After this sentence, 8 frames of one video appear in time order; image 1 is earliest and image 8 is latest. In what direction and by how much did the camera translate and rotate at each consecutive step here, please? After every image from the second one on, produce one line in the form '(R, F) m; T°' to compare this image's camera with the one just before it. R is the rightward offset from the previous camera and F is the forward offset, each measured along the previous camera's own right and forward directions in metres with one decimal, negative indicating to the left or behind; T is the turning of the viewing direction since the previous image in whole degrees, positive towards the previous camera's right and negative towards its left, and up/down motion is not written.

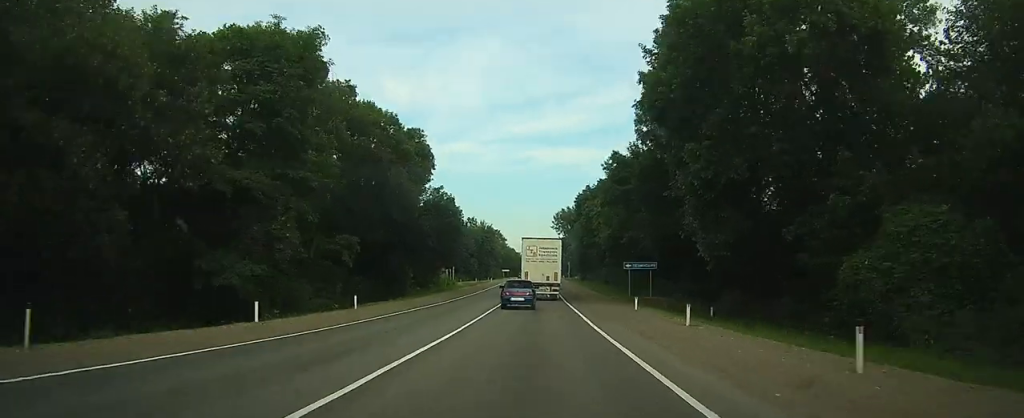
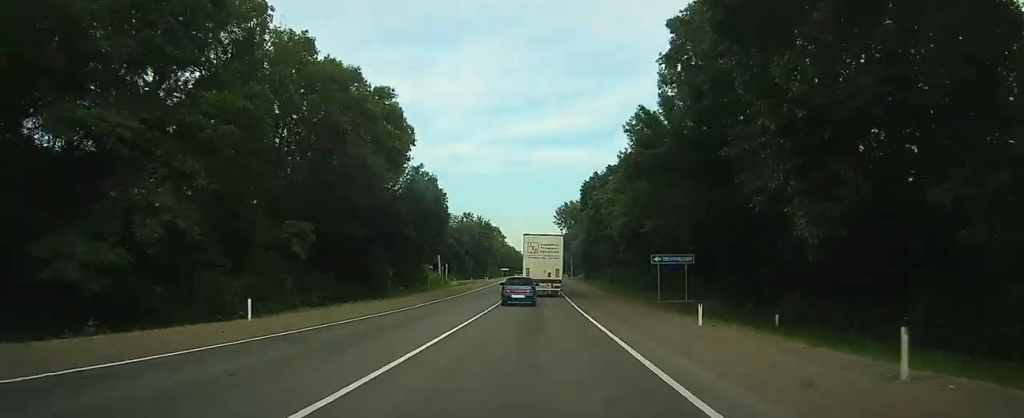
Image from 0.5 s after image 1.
(-0.1, +11.1) m; 0°
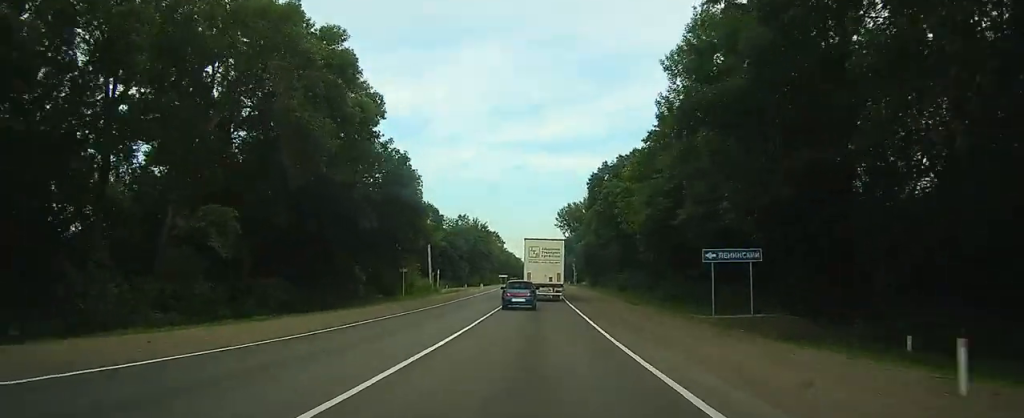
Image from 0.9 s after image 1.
(0.0, +11.1) m; 0°
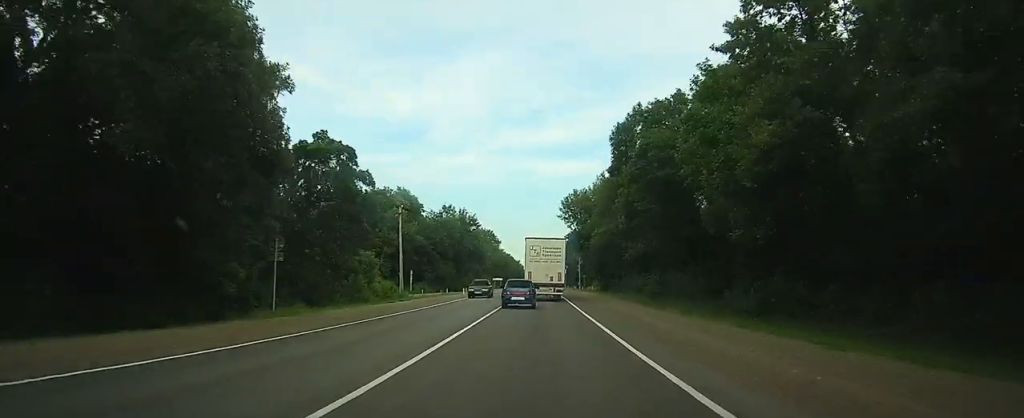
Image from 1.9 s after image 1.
(0.0, +23.8) m; 0°
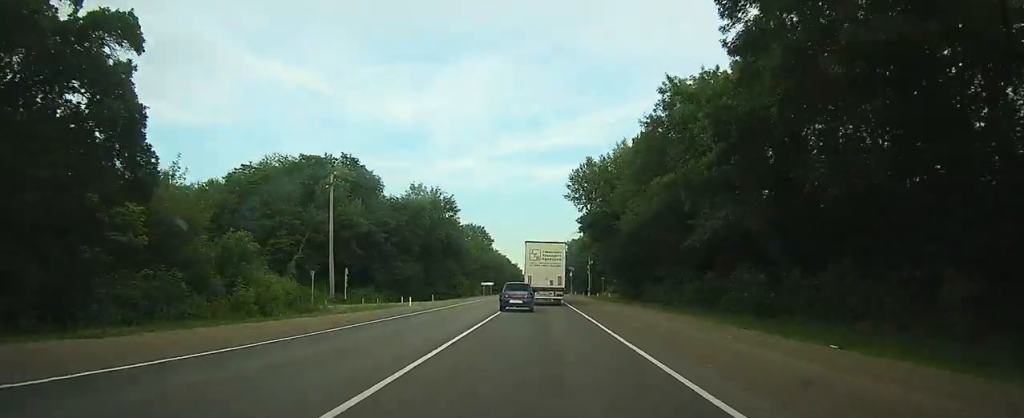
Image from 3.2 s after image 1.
(0.0, +30.9) m; 0°
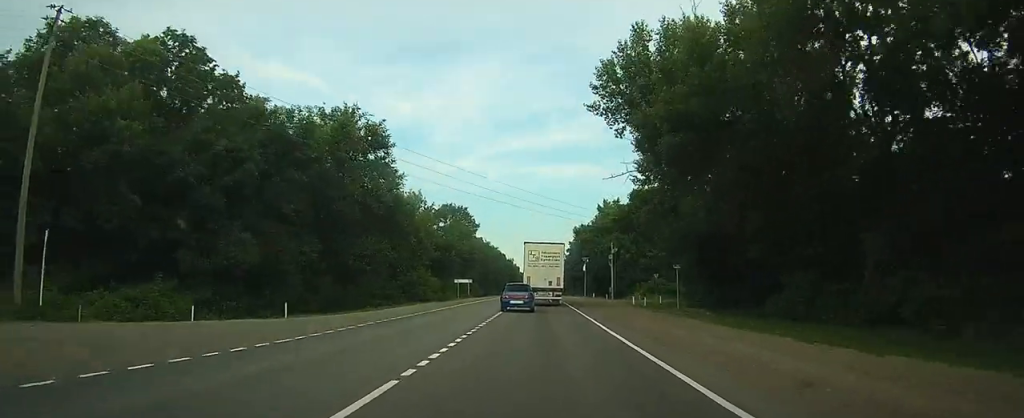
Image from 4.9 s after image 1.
(0.0, +39.7) m; 0°
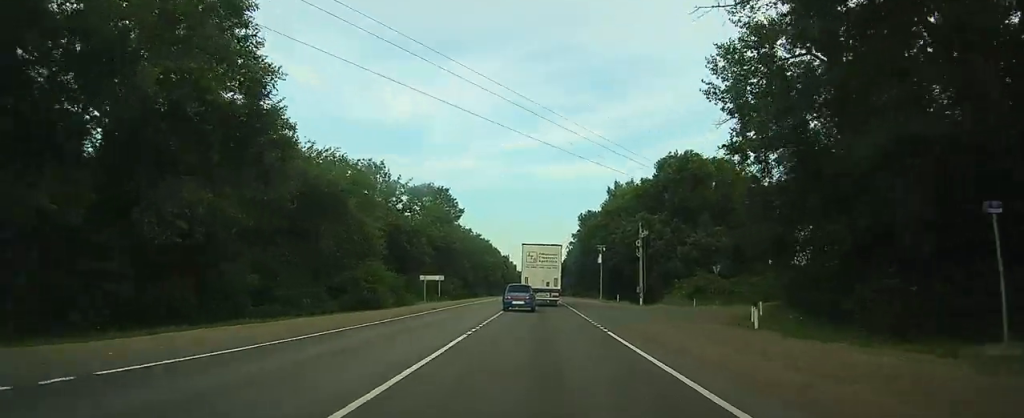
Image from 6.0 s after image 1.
(-0.1, +25.2) m; 0°
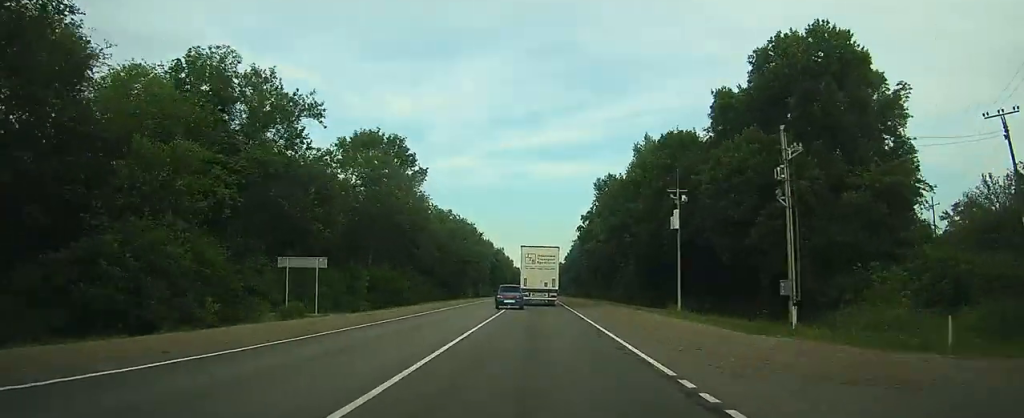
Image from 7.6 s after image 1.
(+0.1, +35.9) m; 0°
